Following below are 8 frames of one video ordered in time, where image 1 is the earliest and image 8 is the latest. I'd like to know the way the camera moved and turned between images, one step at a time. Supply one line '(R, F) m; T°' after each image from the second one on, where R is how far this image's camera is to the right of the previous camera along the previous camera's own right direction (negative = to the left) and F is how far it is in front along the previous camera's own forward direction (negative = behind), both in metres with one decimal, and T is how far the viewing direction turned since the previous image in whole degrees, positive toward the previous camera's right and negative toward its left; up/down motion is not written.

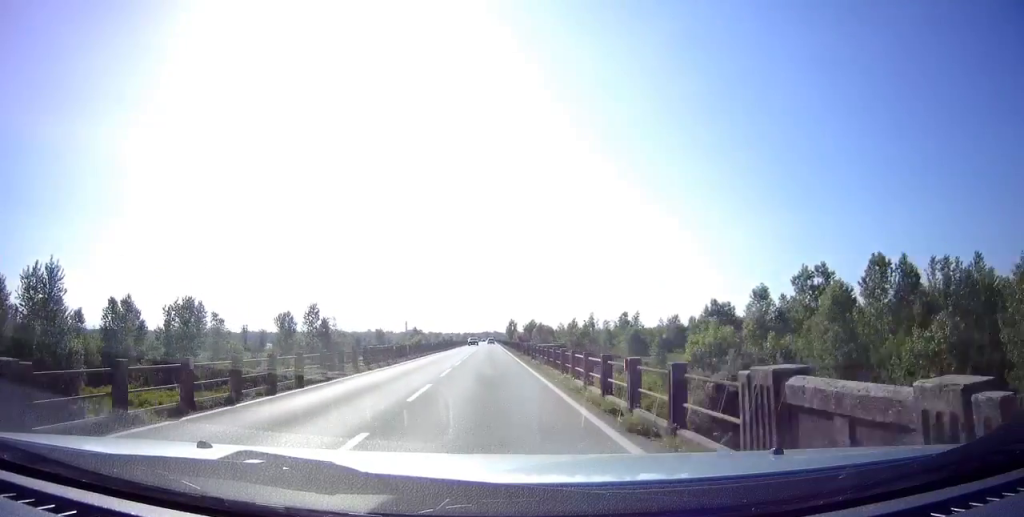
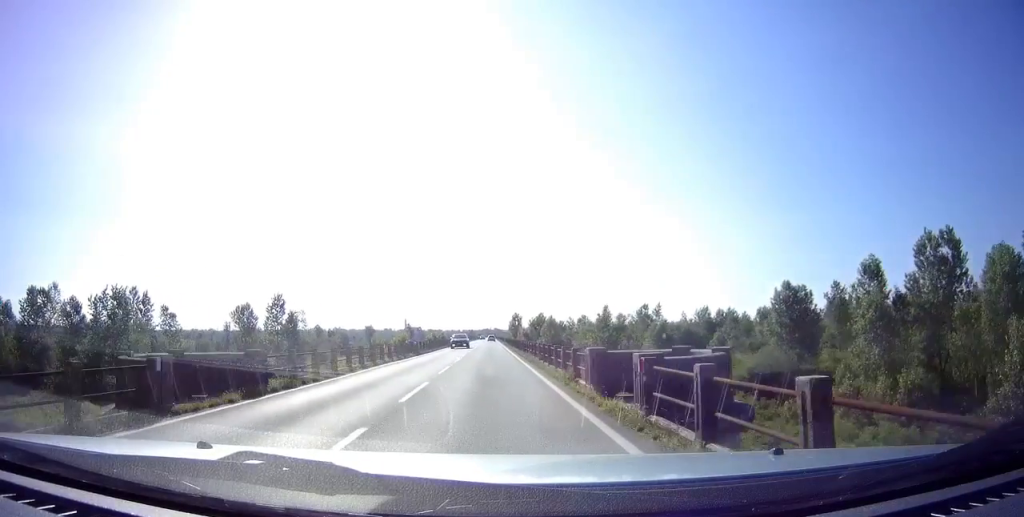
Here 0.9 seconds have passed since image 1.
(0.0, +23.6) m; 0°
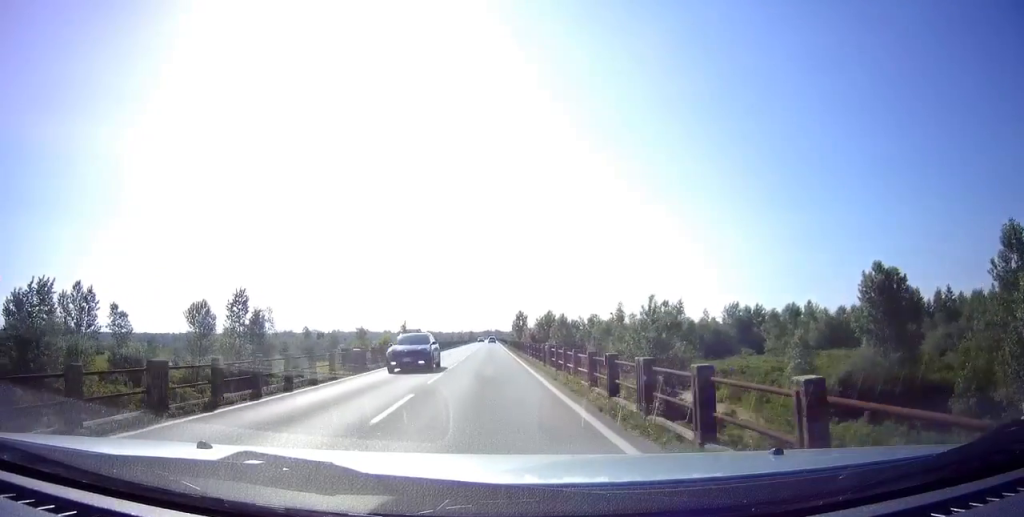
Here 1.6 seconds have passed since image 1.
(0.0, +16.0) m; 0°
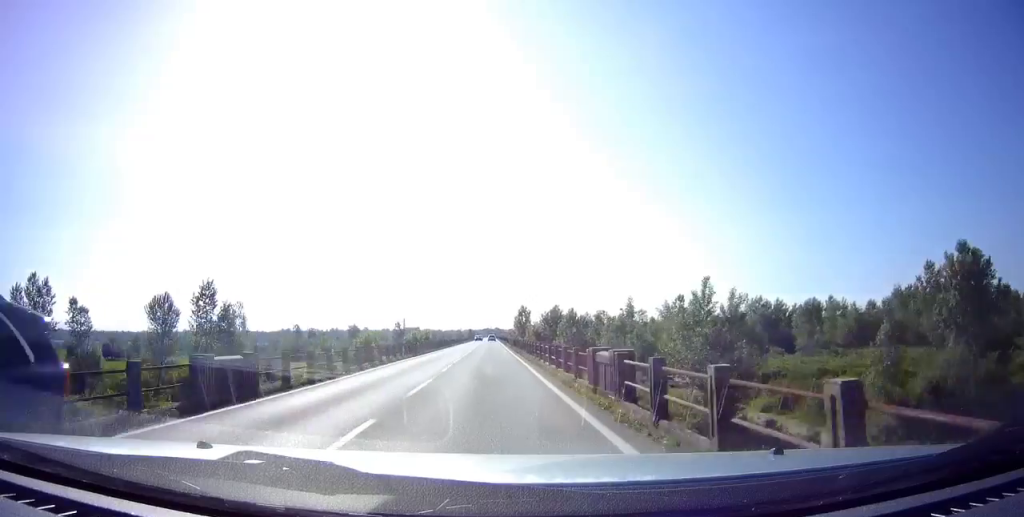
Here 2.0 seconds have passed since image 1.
(0.0, +11.0) m; 0°
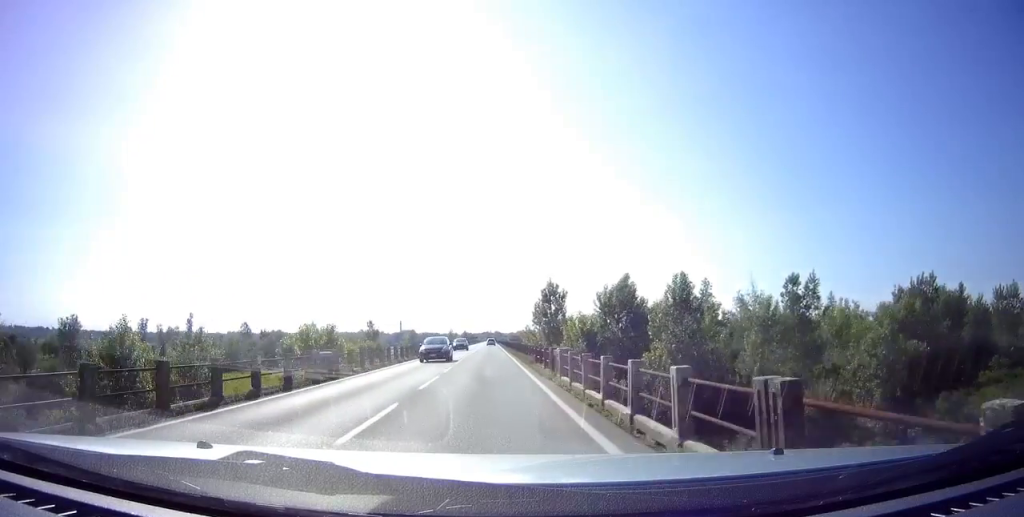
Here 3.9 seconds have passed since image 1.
(+0.1, +48.6) m; 0°
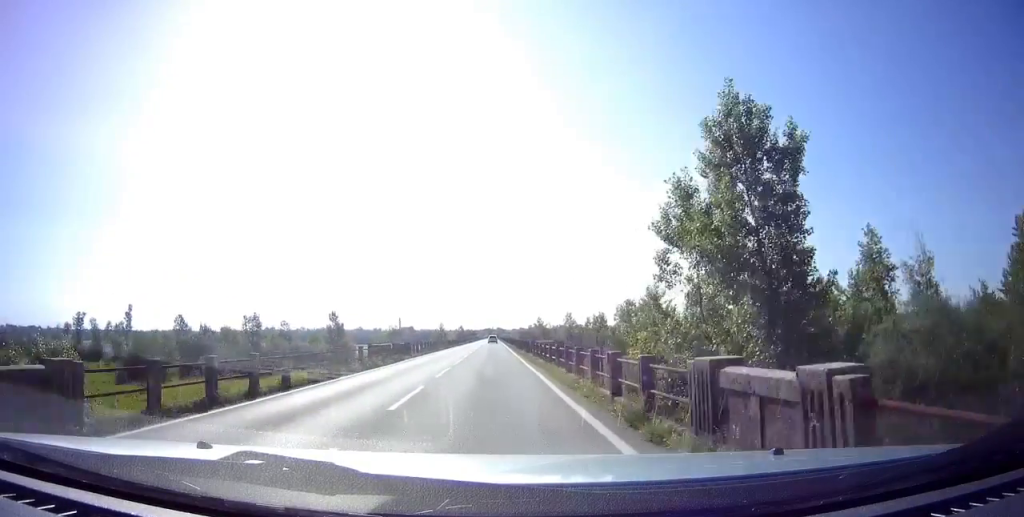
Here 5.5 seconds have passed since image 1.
(-0.3, +38.3) m; 0°
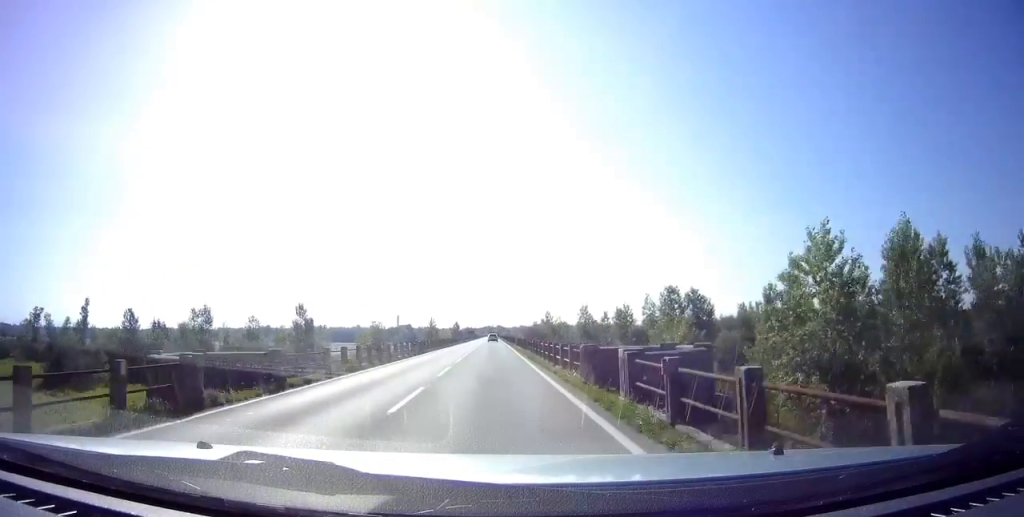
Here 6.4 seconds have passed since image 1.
(+0.2, +20.4) m; 0°
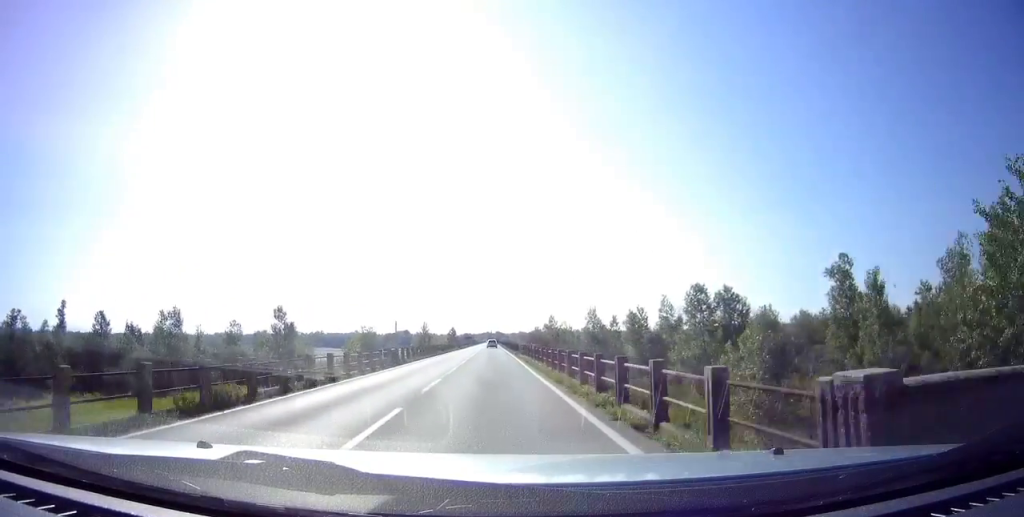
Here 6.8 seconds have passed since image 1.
(0.0, +9.1) m; 0°
